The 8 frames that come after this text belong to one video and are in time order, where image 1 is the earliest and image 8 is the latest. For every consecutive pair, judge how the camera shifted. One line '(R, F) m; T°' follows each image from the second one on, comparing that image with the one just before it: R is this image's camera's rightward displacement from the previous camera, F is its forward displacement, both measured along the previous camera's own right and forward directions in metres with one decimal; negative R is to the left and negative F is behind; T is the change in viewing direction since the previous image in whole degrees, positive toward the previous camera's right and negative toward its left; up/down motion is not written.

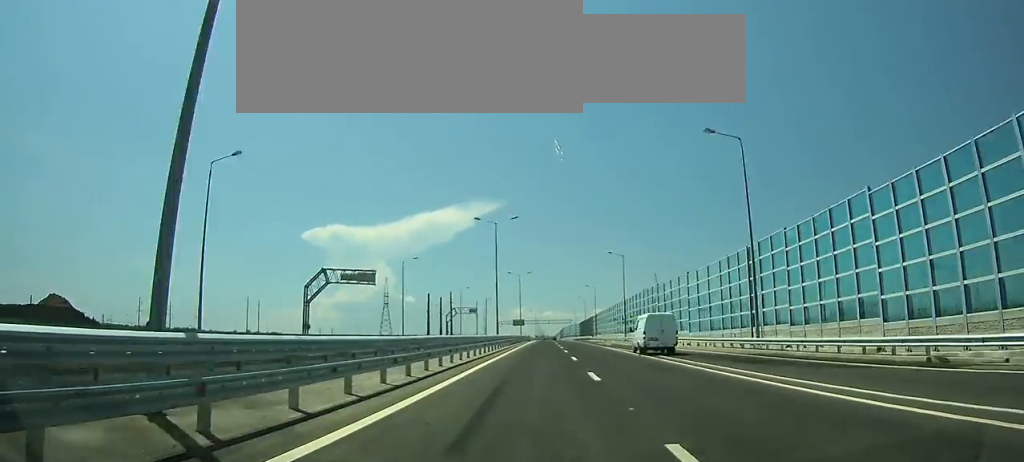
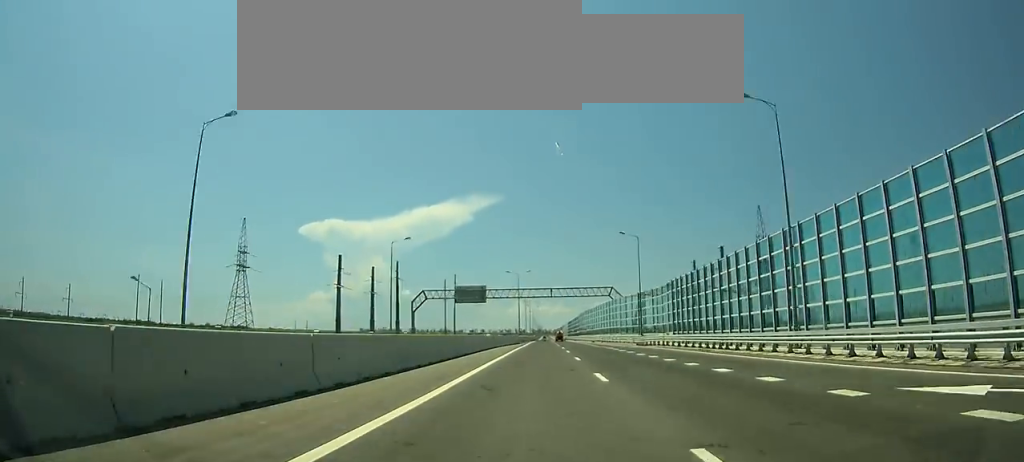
(+0.9, +157.9) m; +1°
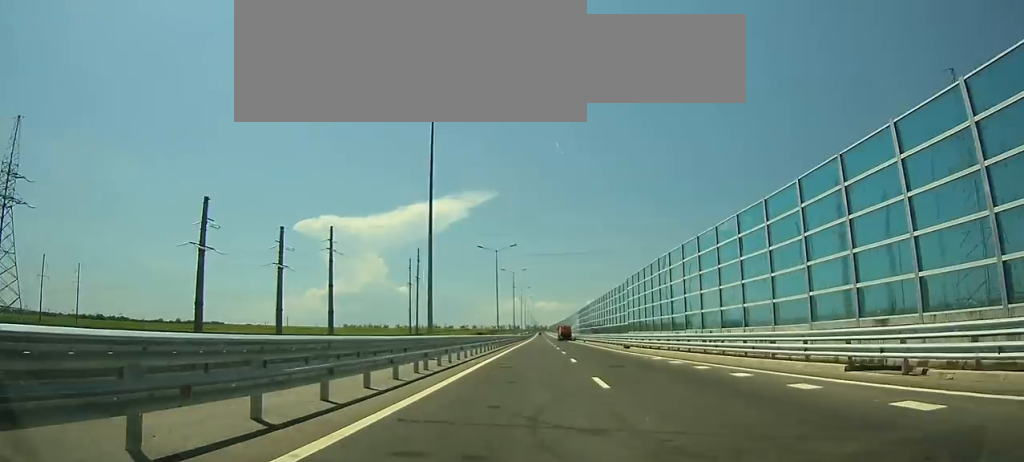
(0.0, +85.8) m; 0°
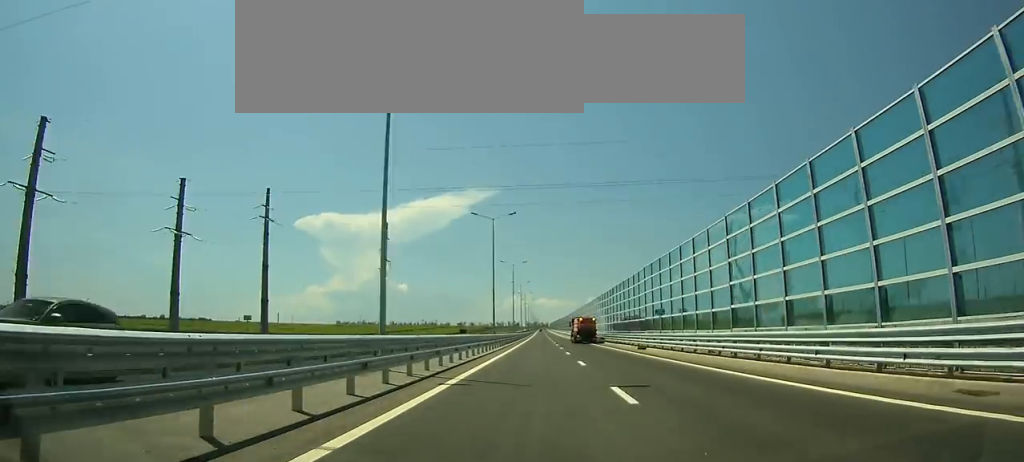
(0.0, +50.1) m; 0°
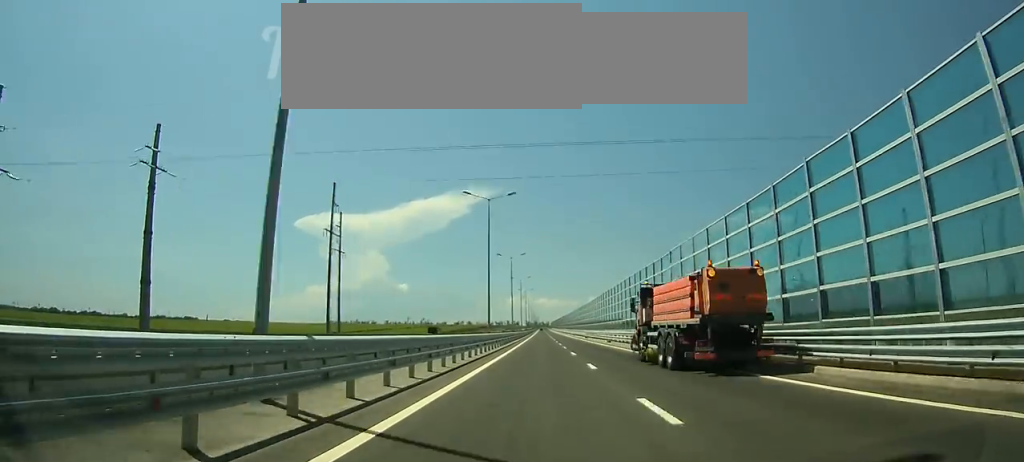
(0.0, +50.3) m; 0°
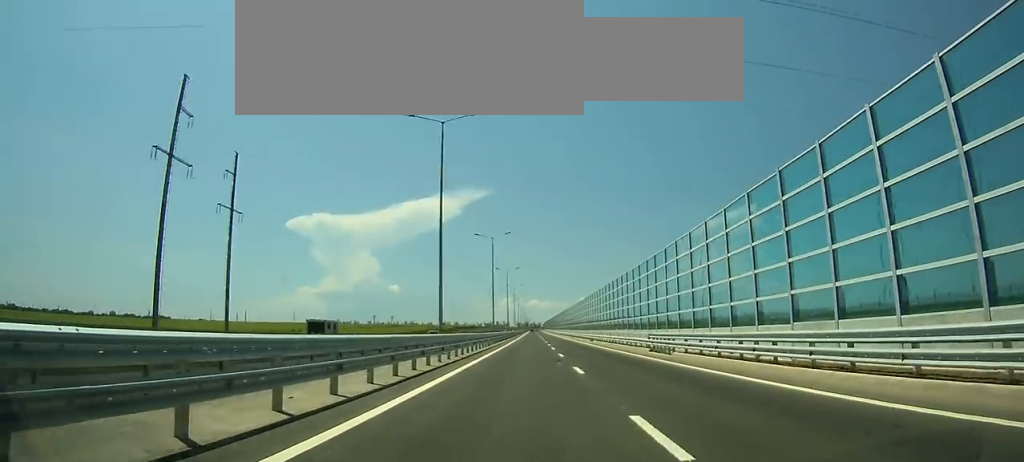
(0.0, +61.5) m; 0°
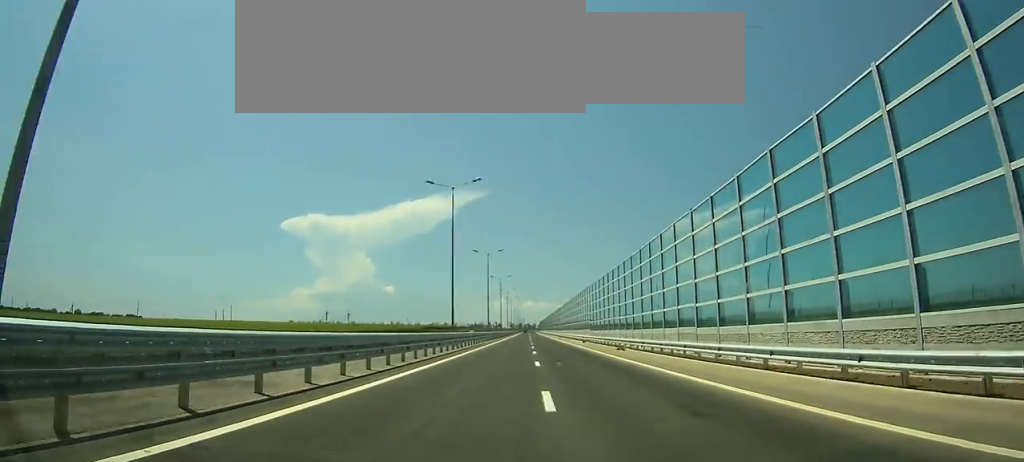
(0.0, +67.0) m; 0°
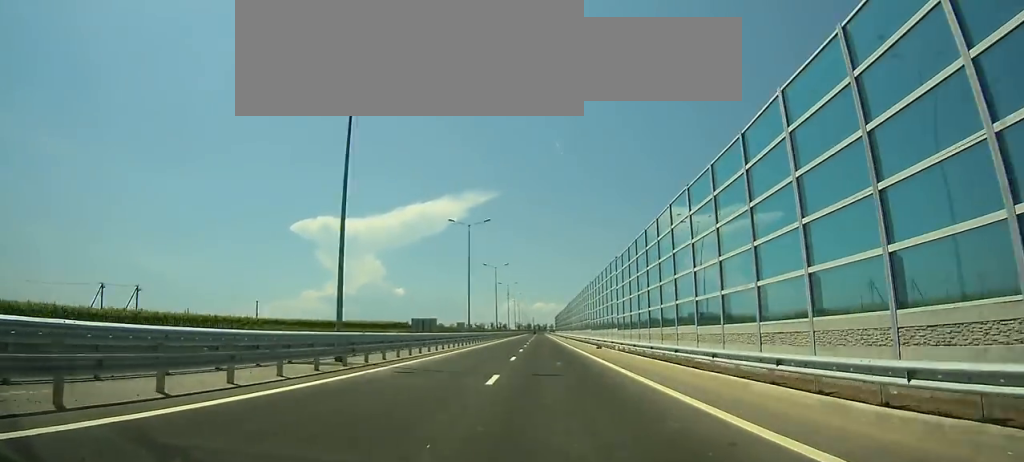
(0.0, +147.6) m; 0°
